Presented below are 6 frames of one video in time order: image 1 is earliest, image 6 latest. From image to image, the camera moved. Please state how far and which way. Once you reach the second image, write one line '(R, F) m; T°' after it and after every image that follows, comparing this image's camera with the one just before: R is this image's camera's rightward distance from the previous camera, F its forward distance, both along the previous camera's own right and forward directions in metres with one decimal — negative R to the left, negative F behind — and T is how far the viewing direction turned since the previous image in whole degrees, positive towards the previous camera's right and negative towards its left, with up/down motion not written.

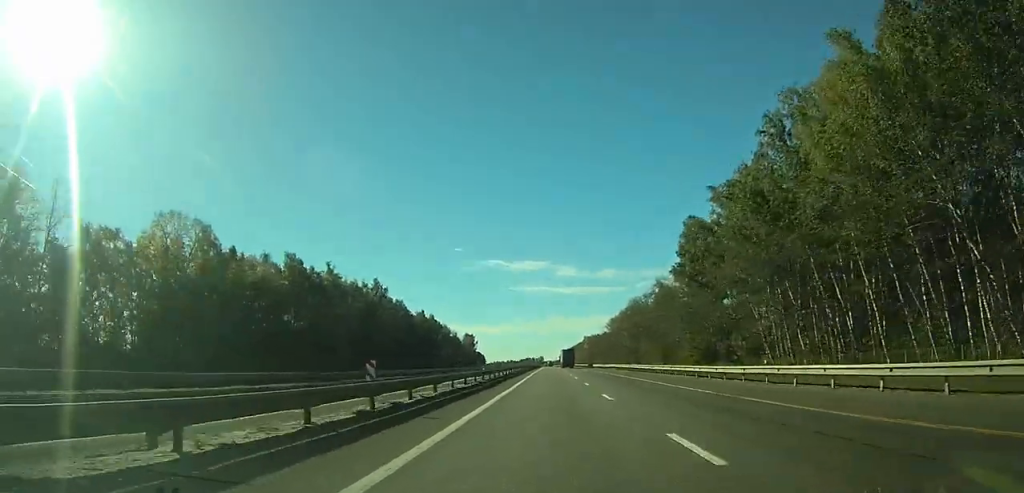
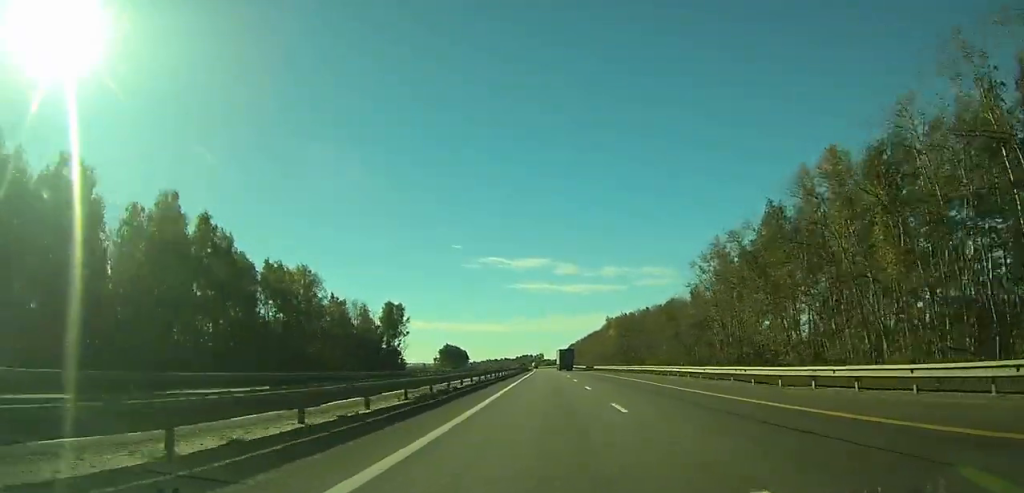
(-0.3, +160.7) m; 0°
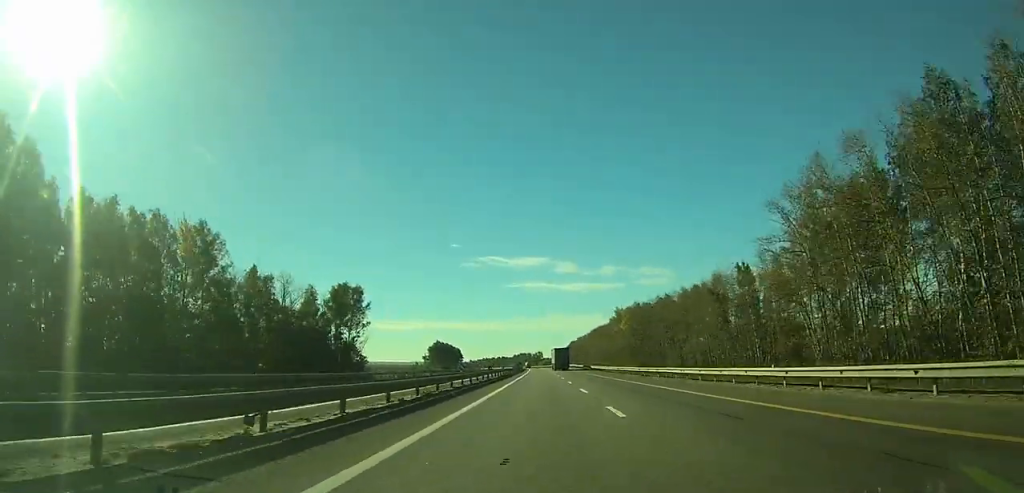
(-0.1, +37.0) m; 0°
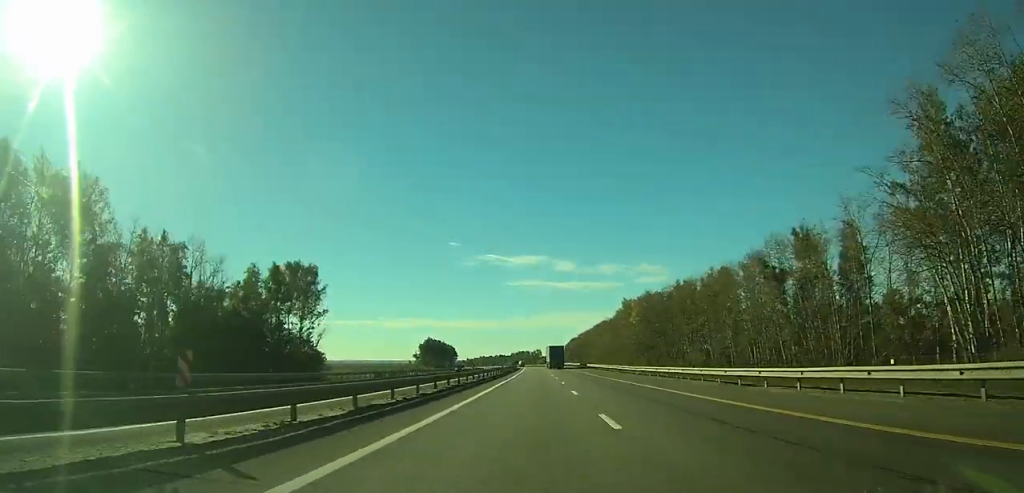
(0.0, +25.8) m; 0°
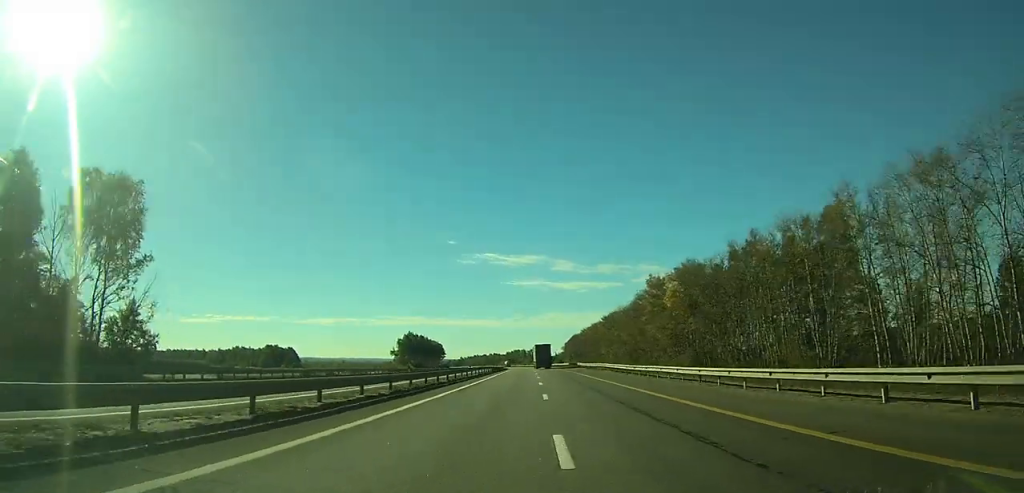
(+0.1, +51.6) m; 0°
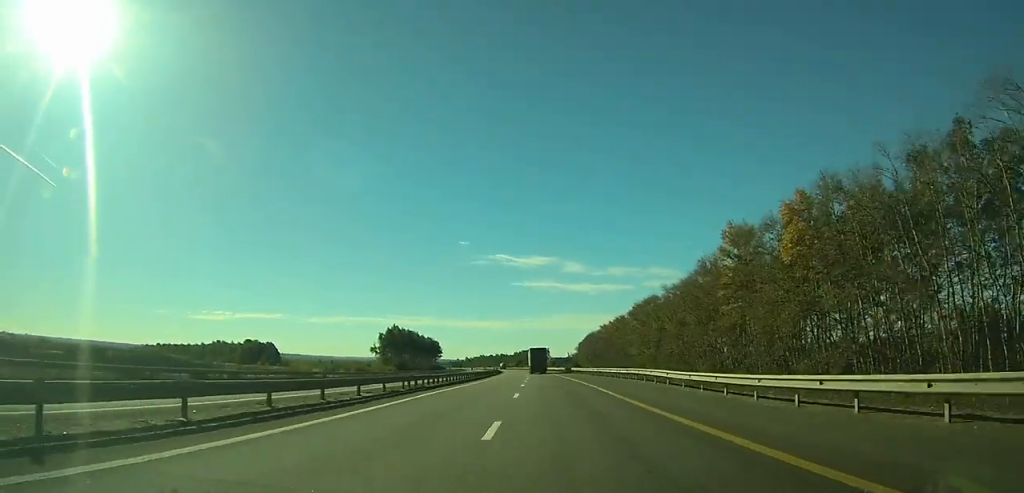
(0.0, +56.9) m; -1°
